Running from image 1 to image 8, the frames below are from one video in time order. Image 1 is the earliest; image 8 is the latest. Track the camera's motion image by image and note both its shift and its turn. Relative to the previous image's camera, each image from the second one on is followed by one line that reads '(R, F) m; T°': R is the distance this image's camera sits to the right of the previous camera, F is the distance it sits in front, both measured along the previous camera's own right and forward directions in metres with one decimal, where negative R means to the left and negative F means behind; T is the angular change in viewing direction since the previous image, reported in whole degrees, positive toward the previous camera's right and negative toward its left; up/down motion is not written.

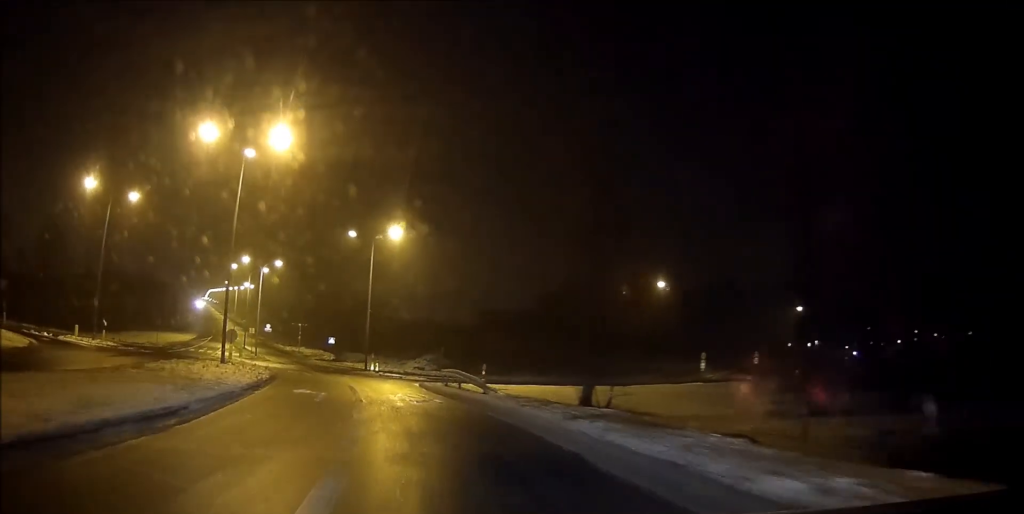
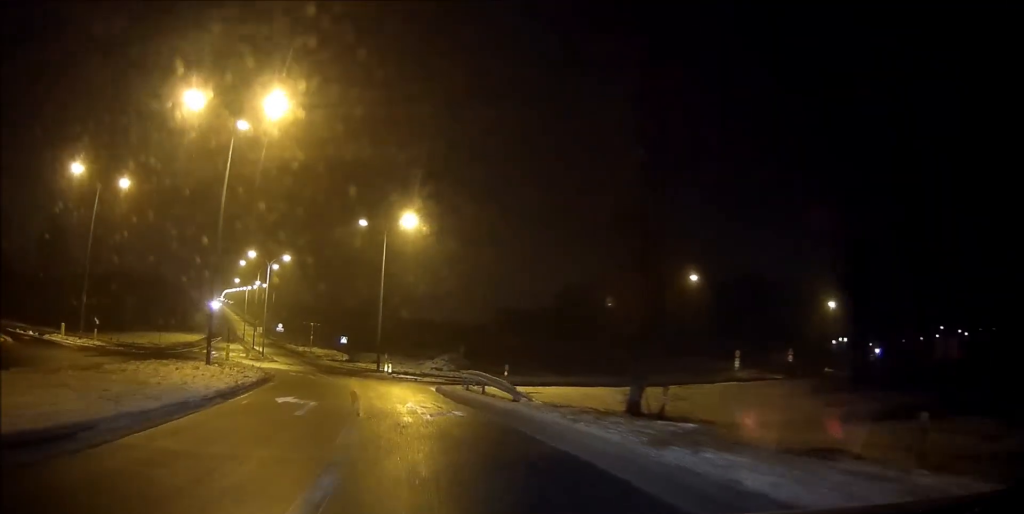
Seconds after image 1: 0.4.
(-0.2, +4.2) m; -2°
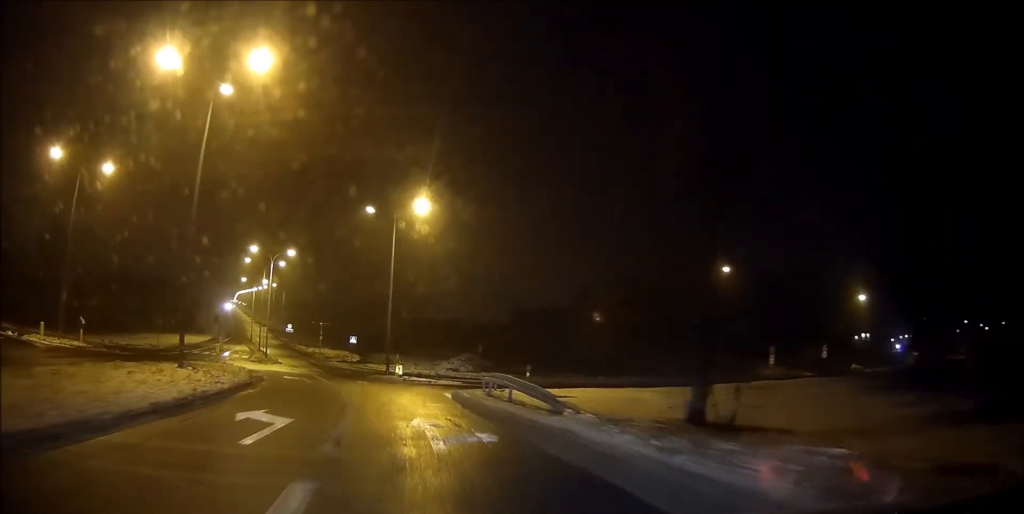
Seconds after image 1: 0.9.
(-0.1, +4.5) m; -2°
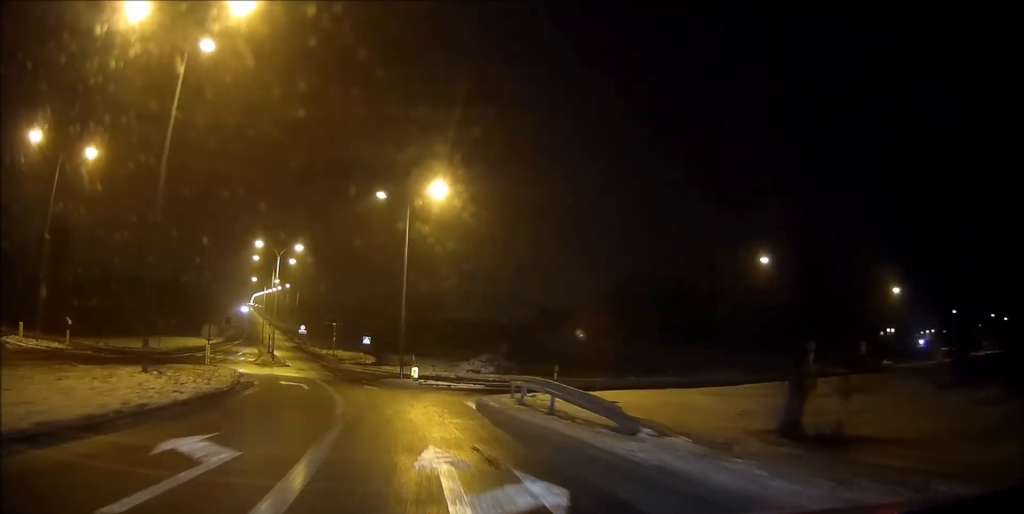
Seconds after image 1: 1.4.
(-0.1, +4.2) m; -2°
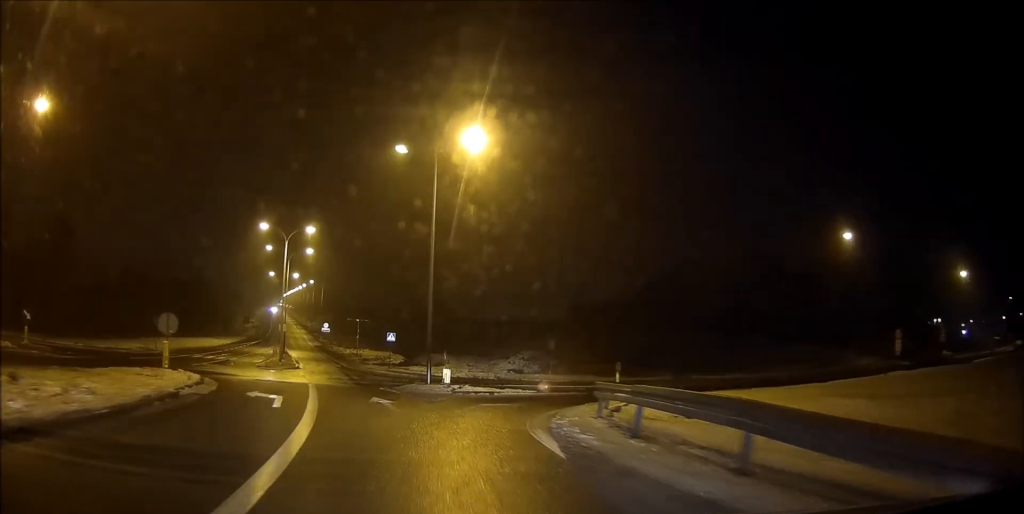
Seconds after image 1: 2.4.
(-0.3, +8.6) m; -3°
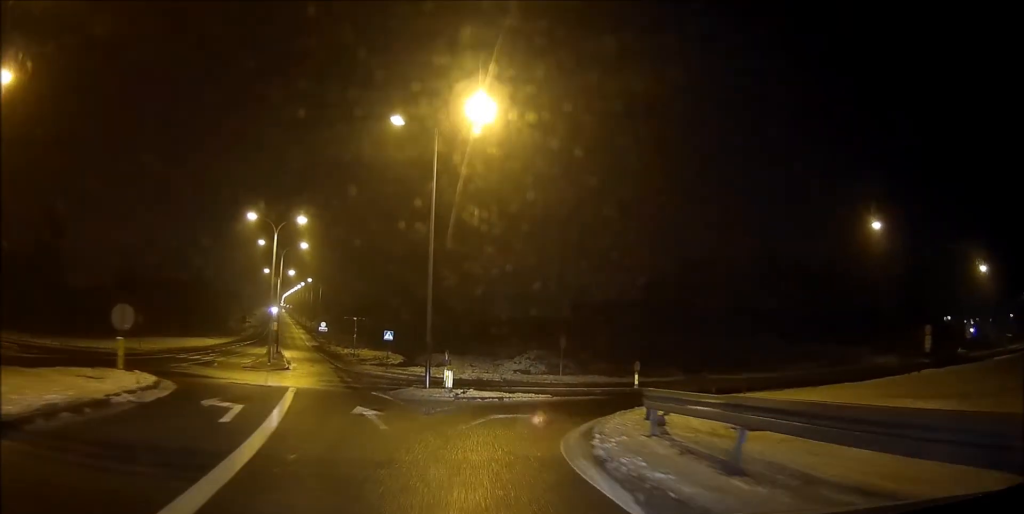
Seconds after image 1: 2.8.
(-0.1, +3.8) m; -1°
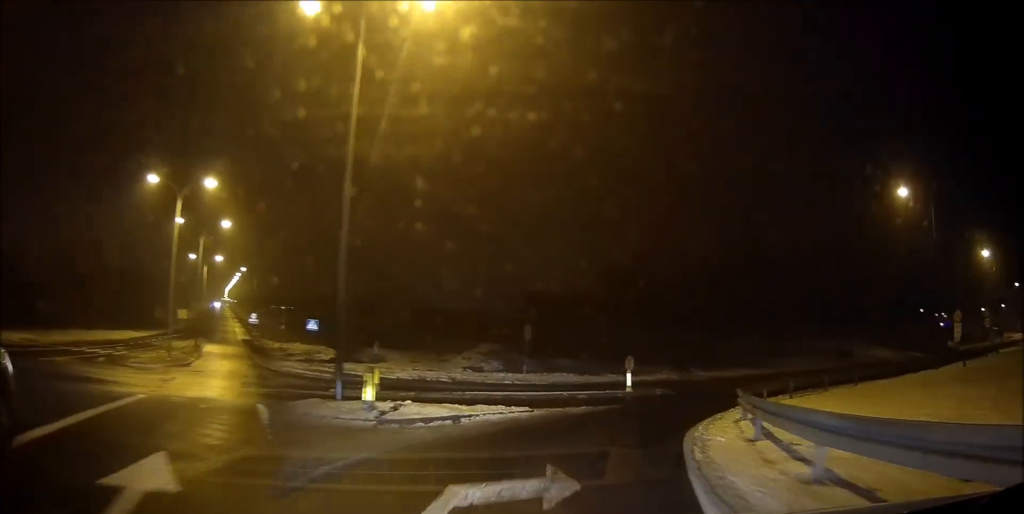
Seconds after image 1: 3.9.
(+0.1, +8.7) m; +6°
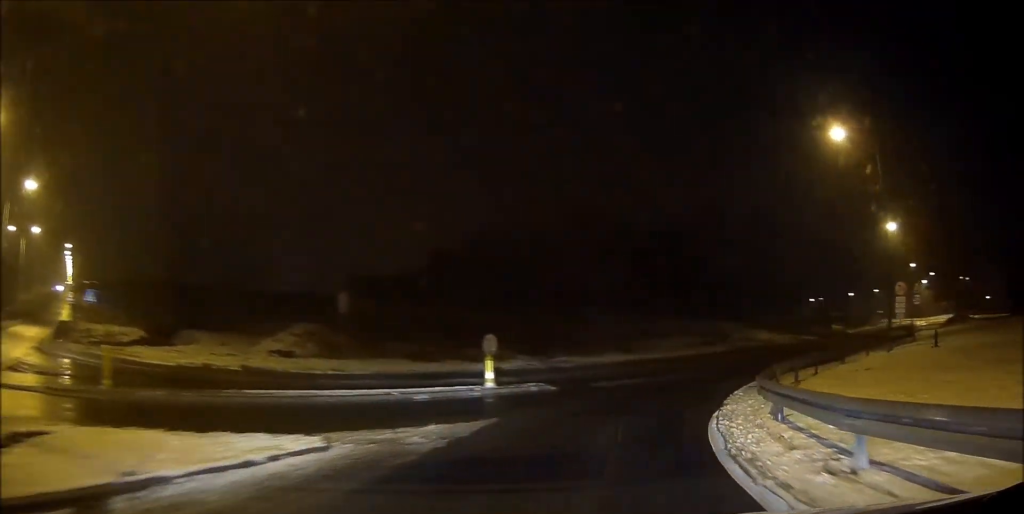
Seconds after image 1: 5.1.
(+1.2, +9.1) m; +16°
